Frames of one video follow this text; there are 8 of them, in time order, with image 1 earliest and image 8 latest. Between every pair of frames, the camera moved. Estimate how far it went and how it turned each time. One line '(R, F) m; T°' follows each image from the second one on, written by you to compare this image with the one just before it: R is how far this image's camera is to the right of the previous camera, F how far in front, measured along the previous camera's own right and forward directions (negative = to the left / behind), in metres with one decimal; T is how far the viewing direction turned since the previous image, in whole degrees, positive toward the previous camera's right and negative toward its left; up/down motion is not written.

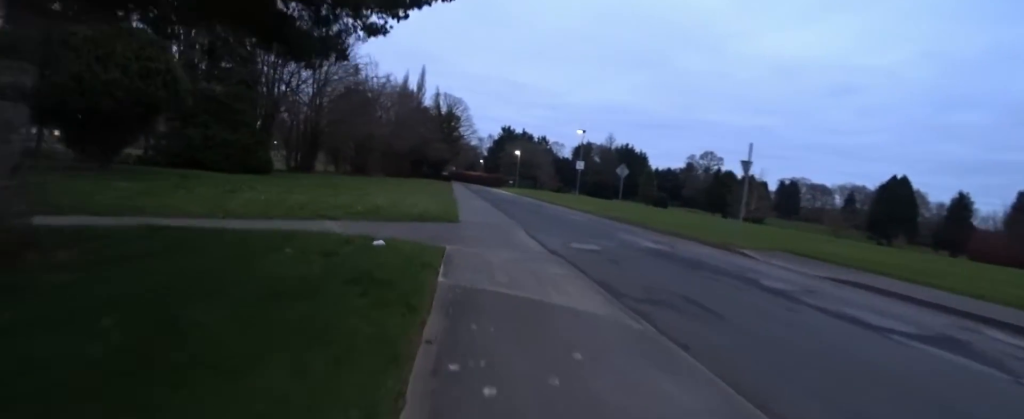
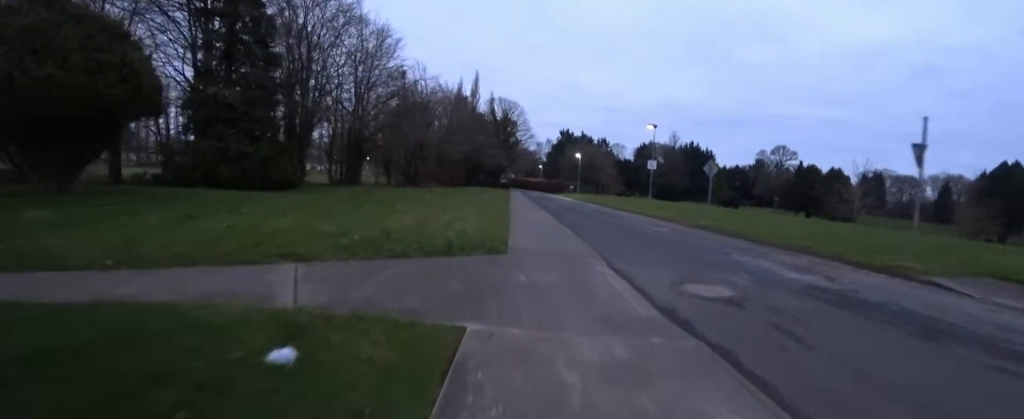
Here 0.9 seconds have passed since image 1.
(+0.2, +4.1) m; +3°
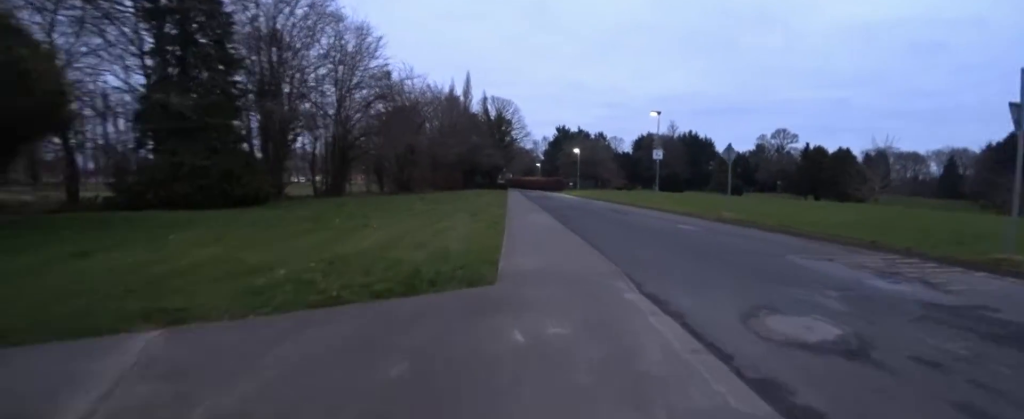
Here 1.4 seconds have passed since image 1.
(0.0, +2.3) m; 0°
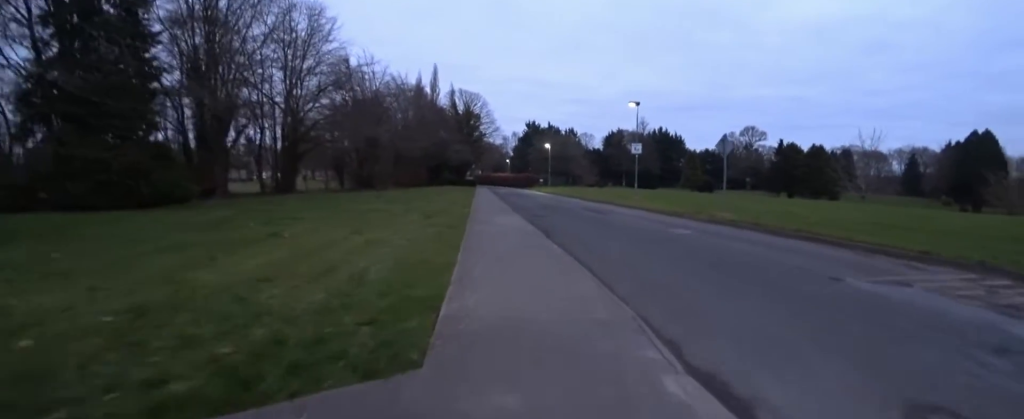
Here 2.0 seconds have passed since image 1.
(0.0, +2.5) m; 0°
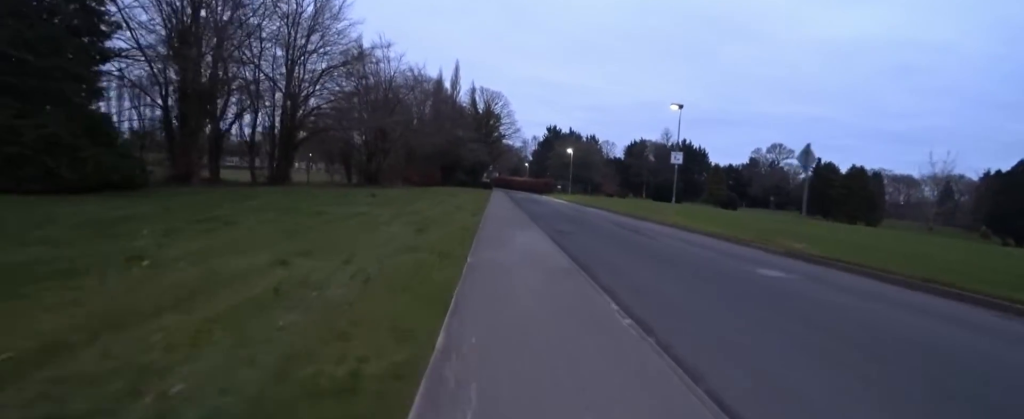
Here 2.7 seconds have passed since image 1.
(0.0, +3.4) m; 0°
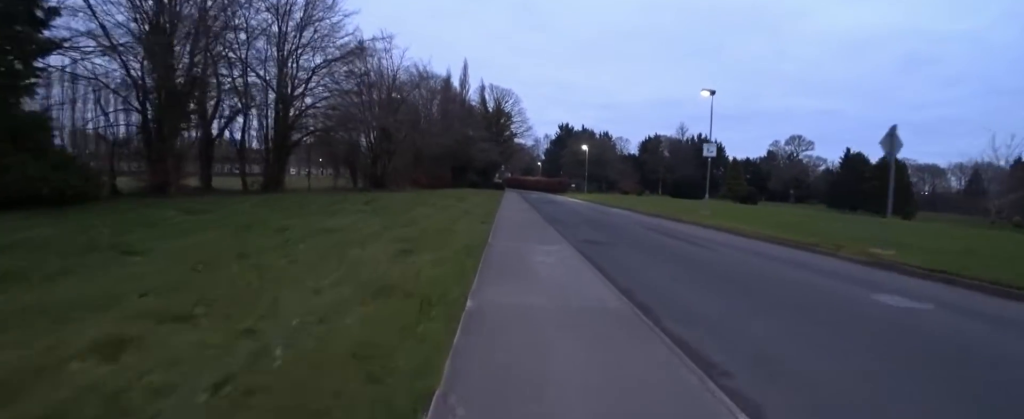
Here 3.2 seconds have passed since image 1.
(0.0, +2.4) m; 0°
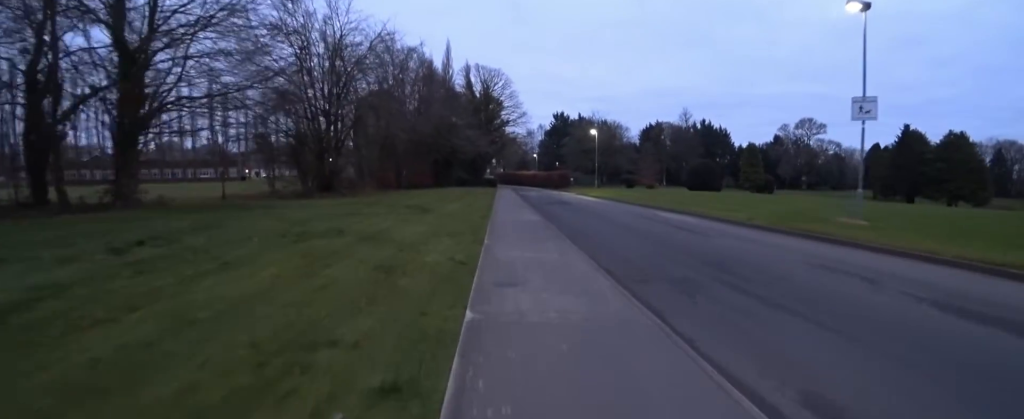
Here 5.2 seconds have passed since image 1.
(0.0, +9.9) m; 0°
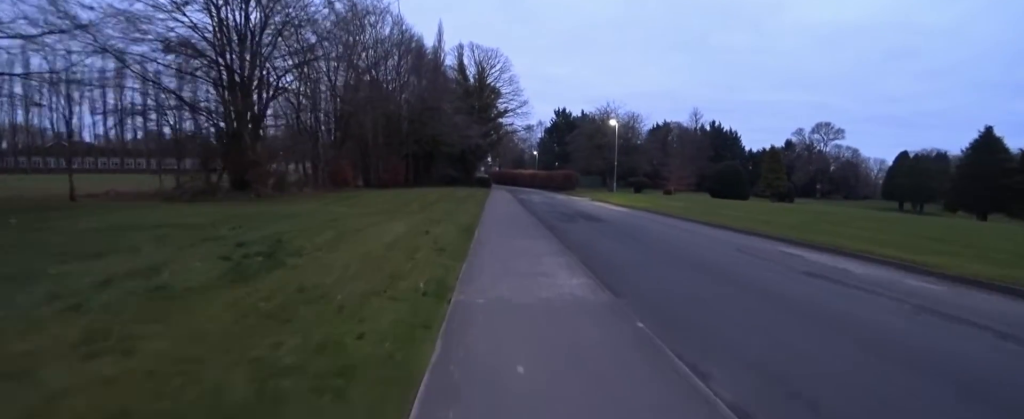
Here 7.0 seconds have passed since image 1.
(-0.1, +8.8) m; -1°
